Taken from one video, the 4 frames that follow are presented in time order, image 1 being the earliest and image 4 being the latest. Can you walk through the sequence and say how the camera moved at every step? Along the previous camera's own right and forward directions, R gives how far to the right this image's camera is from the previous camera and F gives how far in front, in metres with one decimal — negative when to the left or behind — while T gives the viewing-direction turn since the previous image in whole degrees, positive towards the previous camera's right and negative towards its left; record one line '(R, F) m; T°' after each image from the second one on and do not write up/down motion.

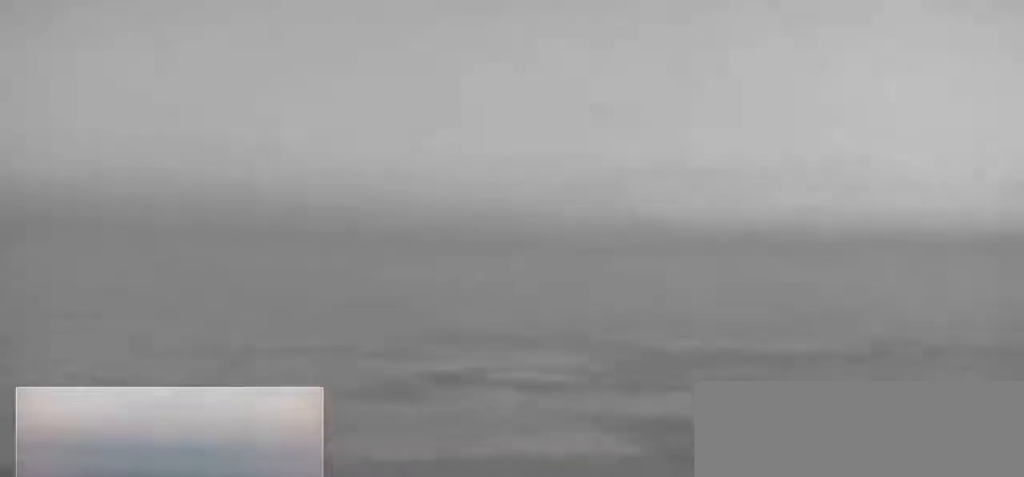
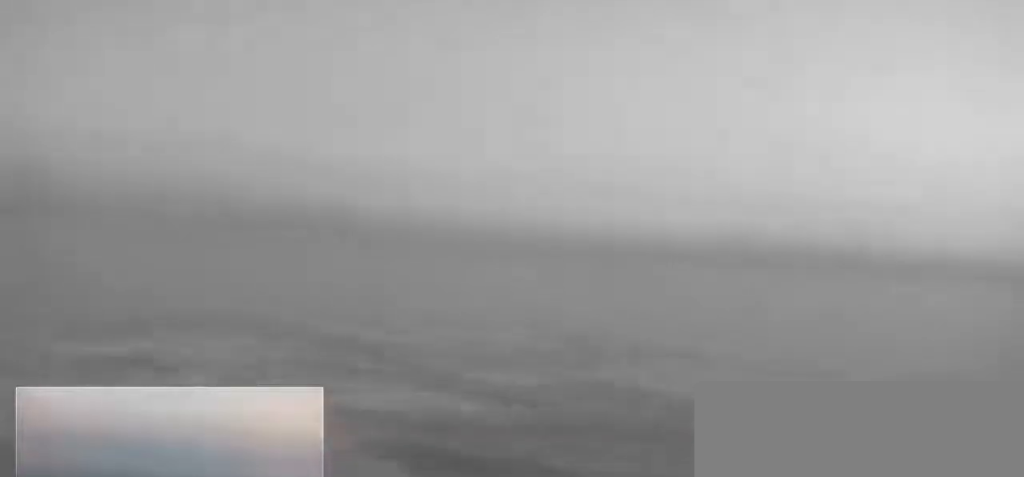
(+0.2, +5.3) m; +4°
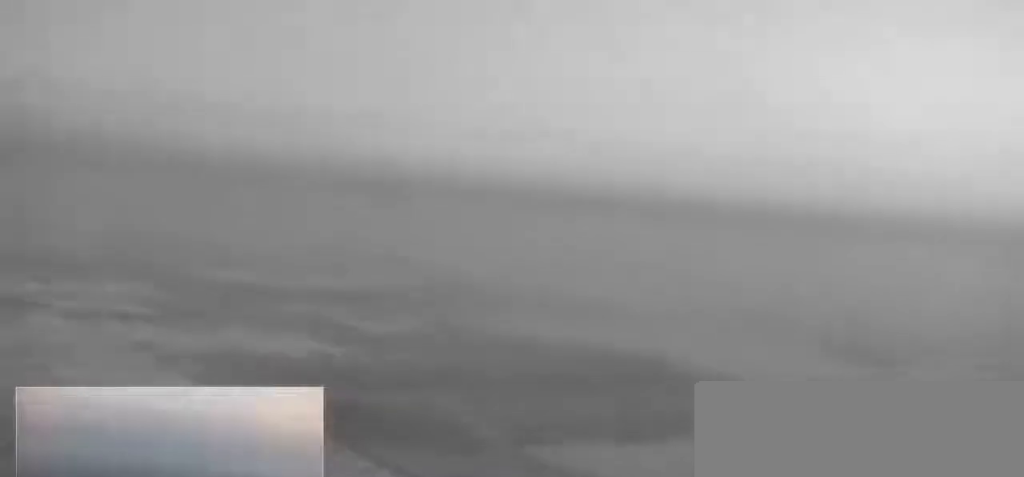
(+0.1, +3.1) m; +2°
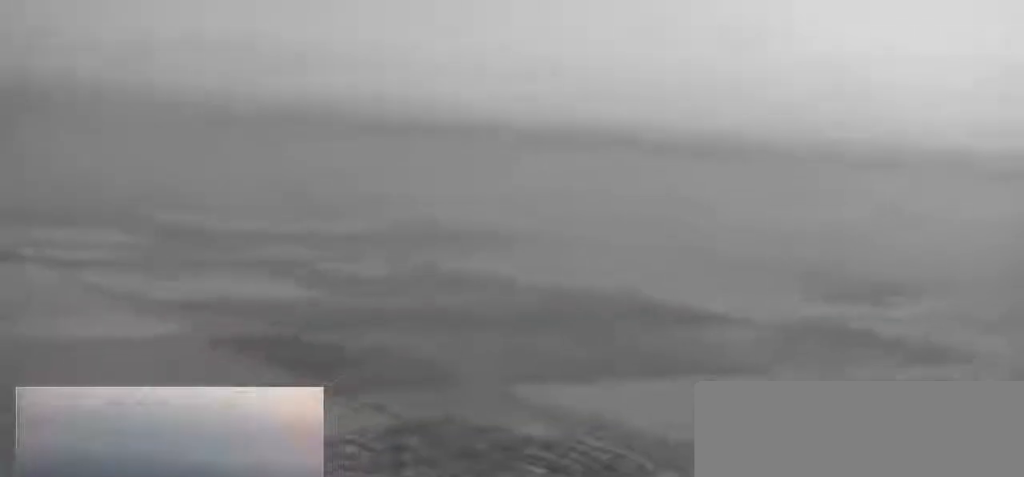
(+0.1, +3.8) m; +1°
